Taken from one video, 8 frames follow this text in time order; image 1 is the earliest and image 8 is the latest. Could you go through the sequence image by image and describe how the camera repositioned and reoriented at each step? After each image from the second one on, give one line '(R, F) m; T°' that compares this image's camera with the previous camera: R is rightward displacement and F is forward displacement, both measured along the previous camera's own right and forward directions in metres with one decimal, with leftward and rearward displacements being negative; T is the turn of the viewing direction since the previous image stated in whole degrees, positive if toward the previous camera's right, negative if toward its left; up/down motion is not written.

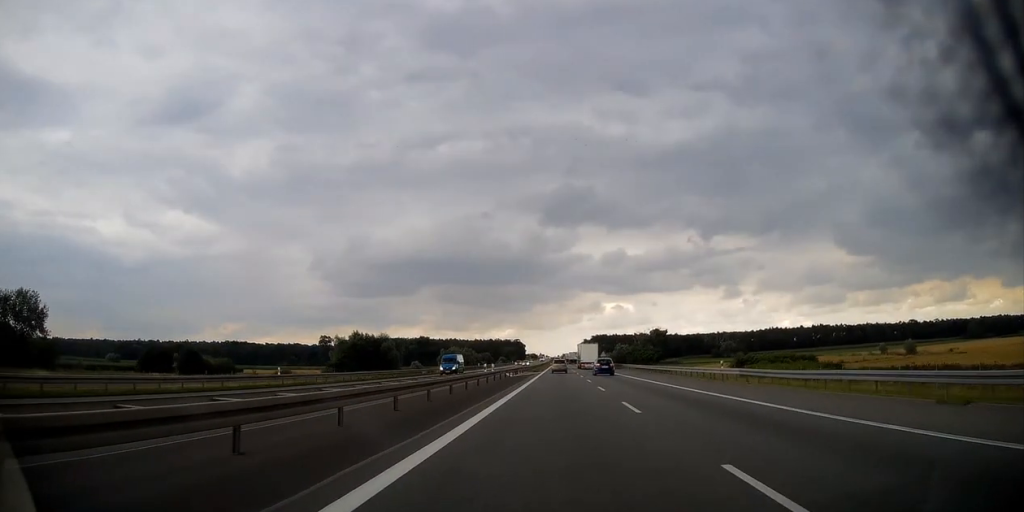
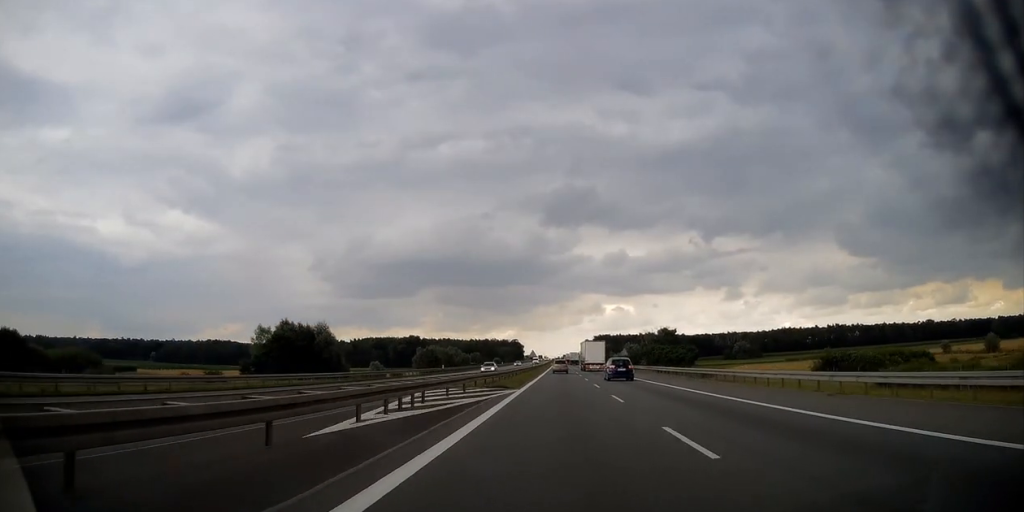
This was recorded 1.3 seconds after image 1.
(-0.1, +43.0) m; 0°
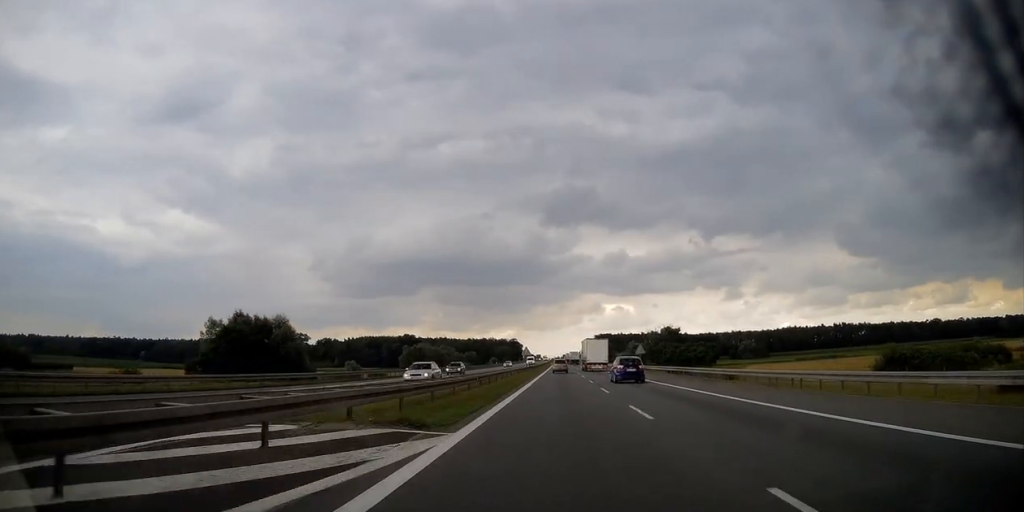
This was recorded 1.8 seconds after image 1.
(0.0, +18.1) m; 0°
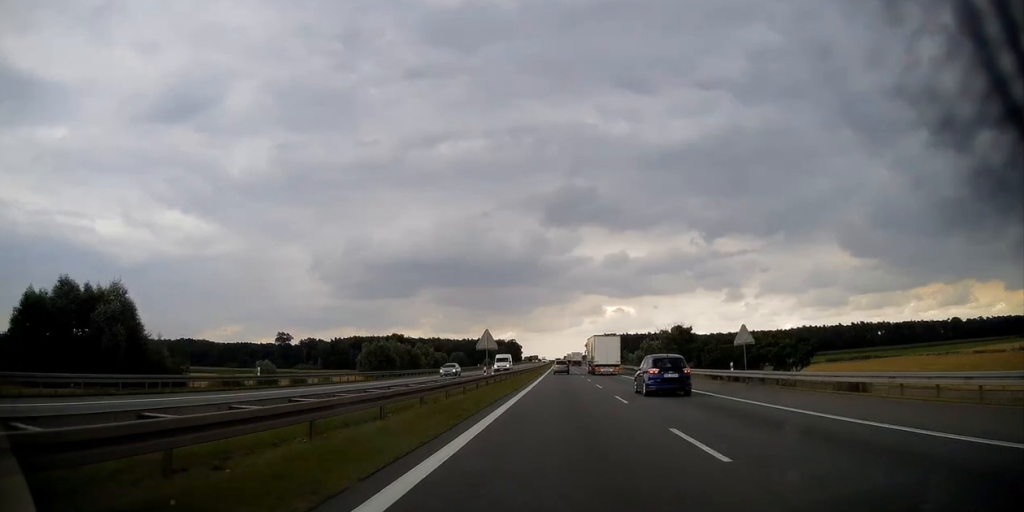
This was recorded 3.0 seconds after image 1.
(0.0, +41.9) m; 0°
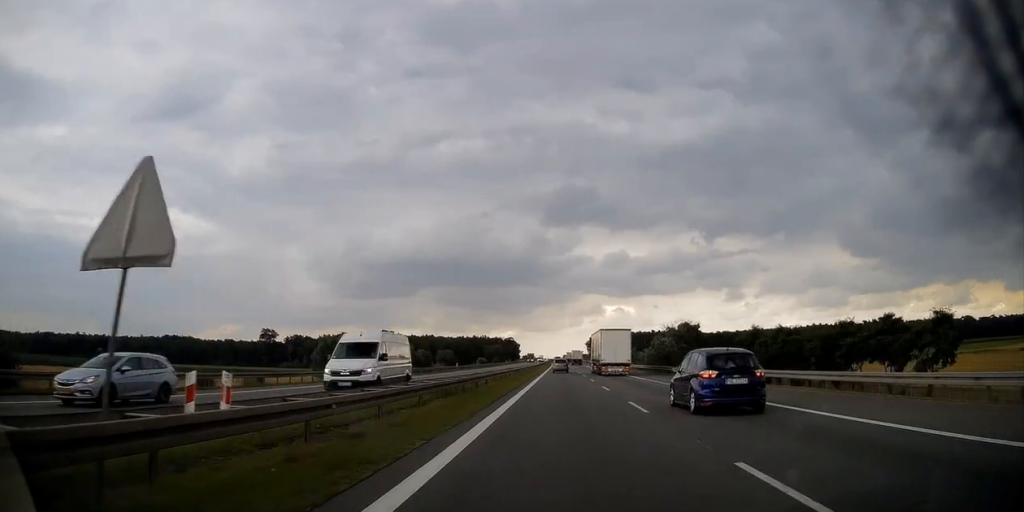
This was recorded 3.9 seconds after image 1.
(0.0, +28.3) m; 0°
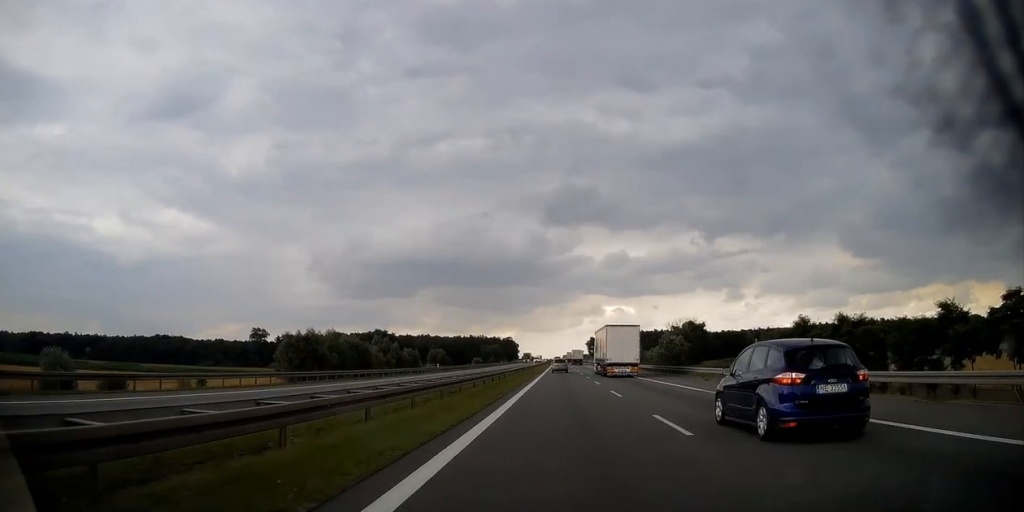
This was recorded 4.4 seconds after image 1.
(0.0, +17.0) m; 0°
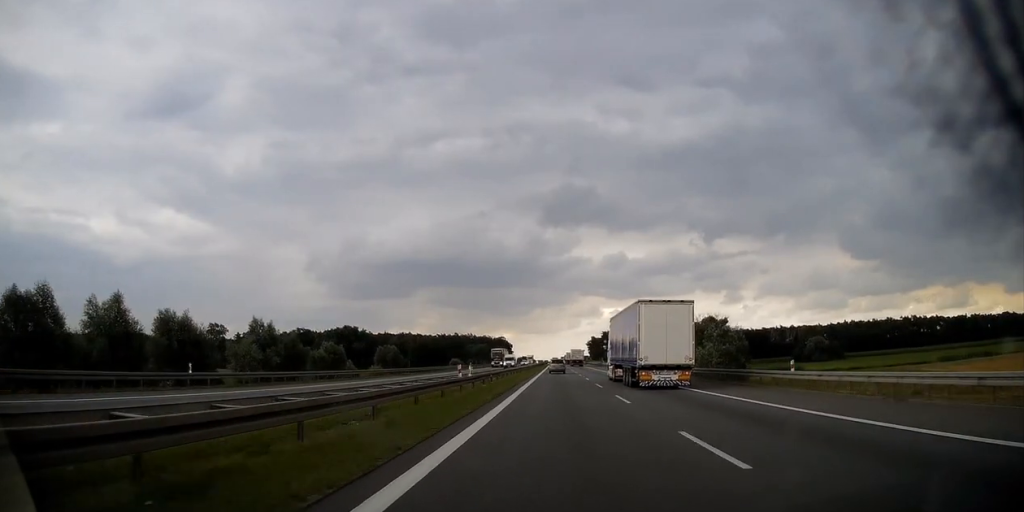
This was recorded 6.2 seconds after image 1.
(+0.1, +63.1) m; 0°
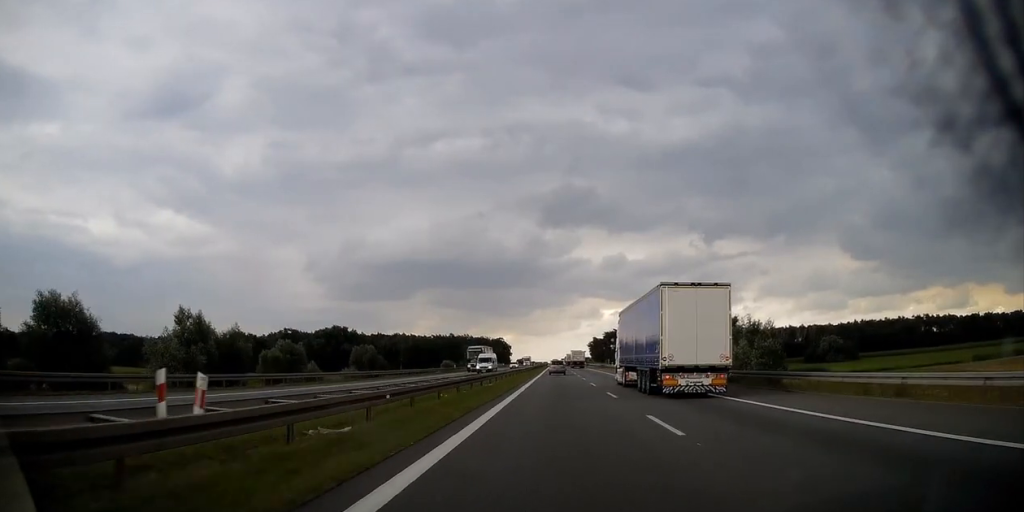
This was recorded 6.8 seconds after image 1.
(0.0, +20.2) m; 0°
